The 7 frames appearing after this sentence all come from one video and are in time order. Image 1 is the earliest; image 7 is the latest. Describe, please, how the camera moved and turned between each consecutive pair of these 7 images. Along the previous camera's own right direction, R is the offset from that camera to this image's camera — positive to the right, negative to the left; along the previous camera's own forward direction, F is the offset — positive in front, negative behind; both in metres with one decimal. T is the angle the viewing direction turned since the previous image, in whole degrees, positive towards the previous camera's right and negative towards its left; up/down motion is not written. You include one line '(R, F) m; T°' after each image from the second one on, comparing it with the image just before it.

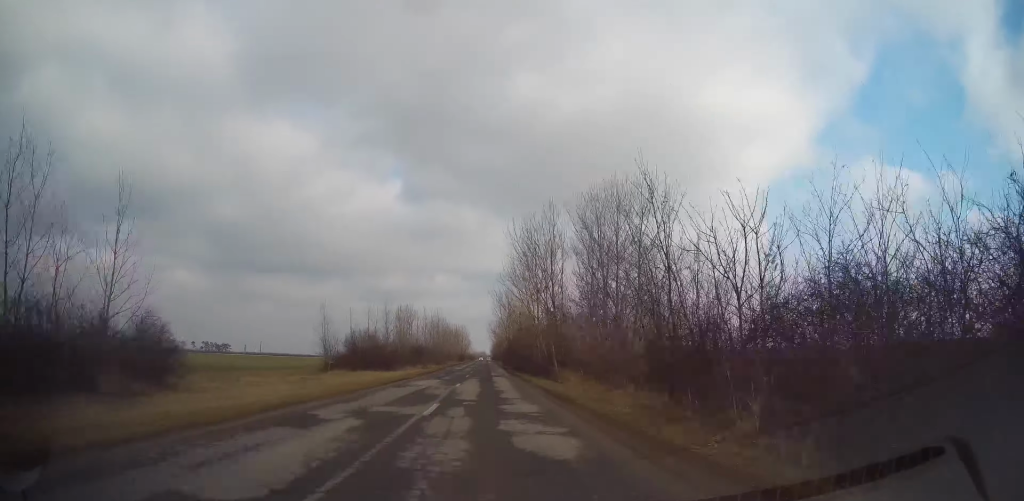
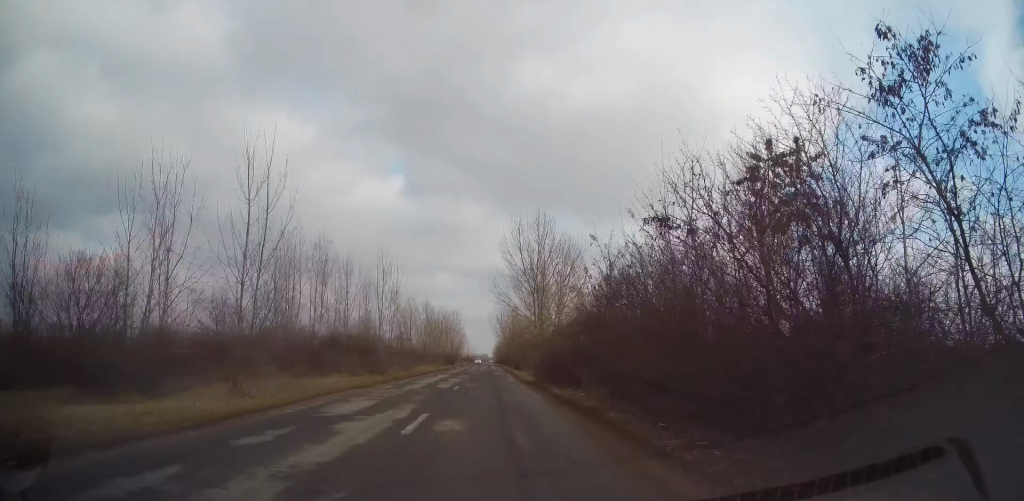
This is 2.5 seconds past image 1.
(-0.3, +49.9) m; -1°
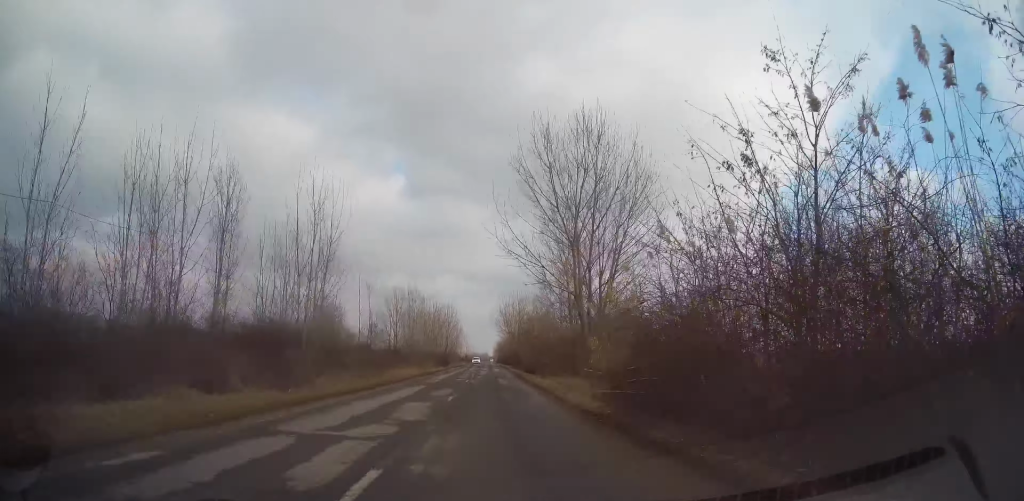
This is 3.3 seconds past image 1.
(-0.1, +17.2) m; +1°
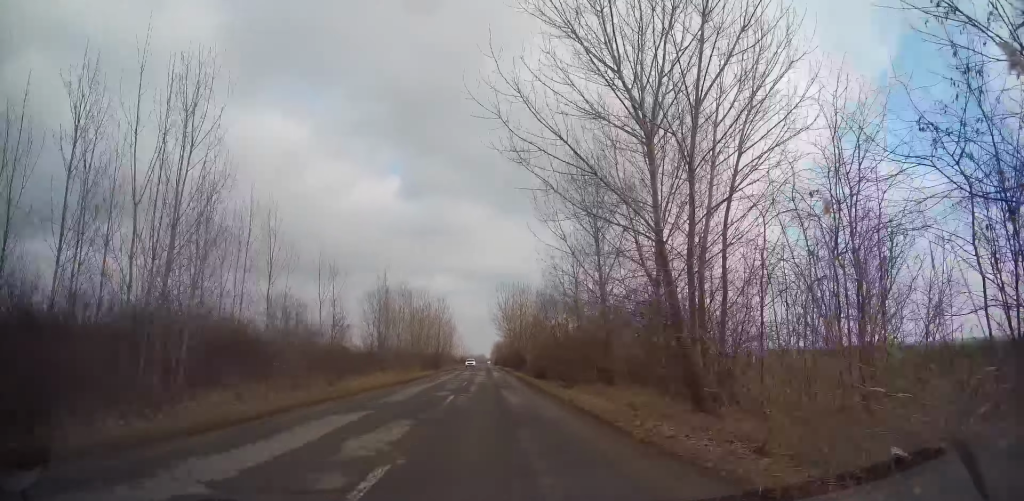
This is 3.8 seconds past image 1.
(0.0, +11.1) m; +1°
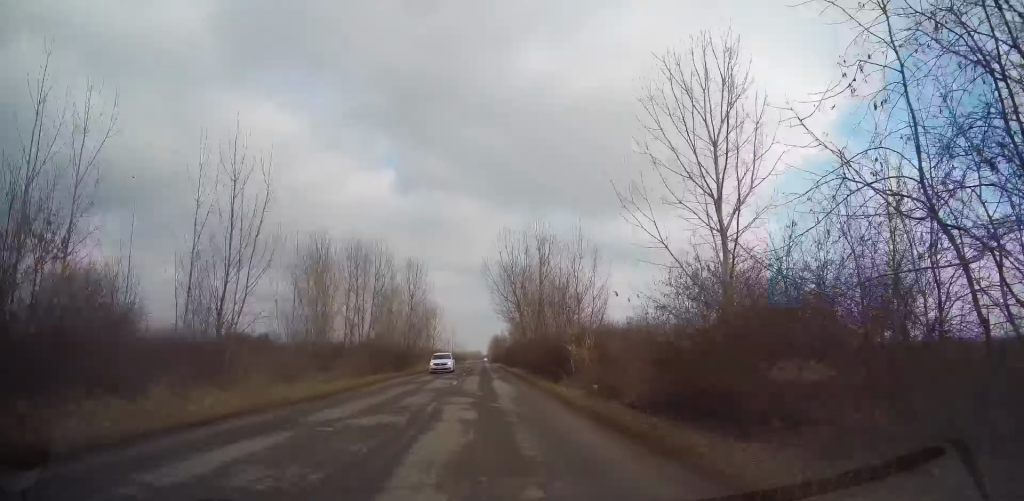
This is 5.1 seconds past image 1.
(+0.2, +27.2) m; 0°
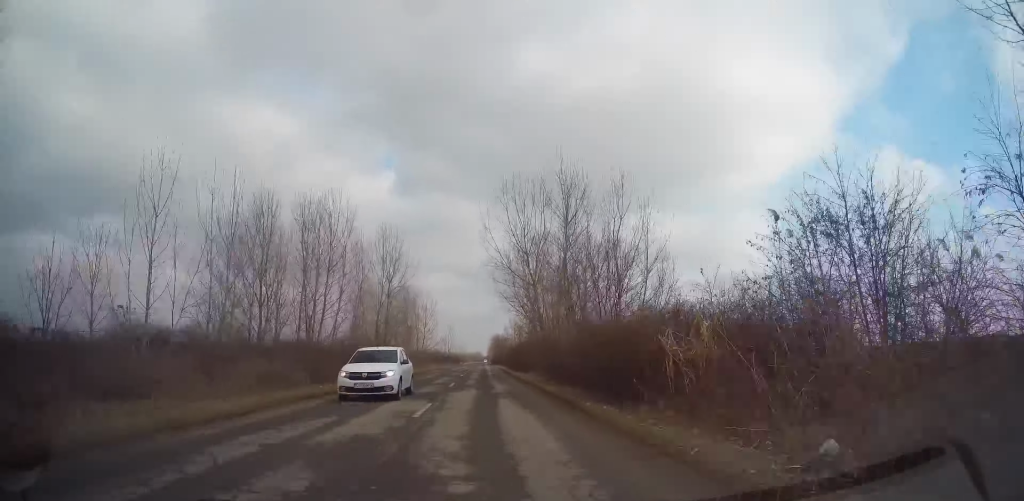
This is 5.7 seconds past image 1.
(-0.2, +12.6) m; 0°
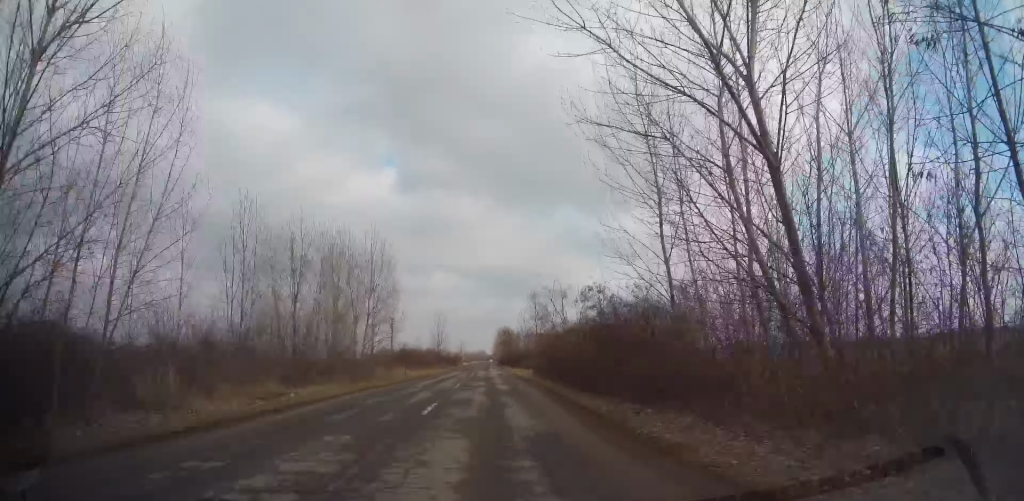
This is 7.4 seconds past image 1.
(+0.1, +34.6) m; -1°
